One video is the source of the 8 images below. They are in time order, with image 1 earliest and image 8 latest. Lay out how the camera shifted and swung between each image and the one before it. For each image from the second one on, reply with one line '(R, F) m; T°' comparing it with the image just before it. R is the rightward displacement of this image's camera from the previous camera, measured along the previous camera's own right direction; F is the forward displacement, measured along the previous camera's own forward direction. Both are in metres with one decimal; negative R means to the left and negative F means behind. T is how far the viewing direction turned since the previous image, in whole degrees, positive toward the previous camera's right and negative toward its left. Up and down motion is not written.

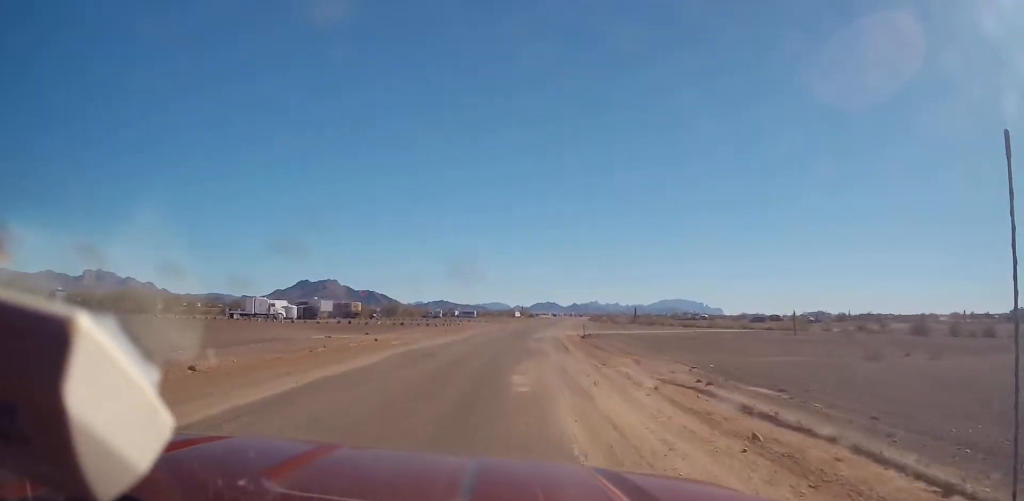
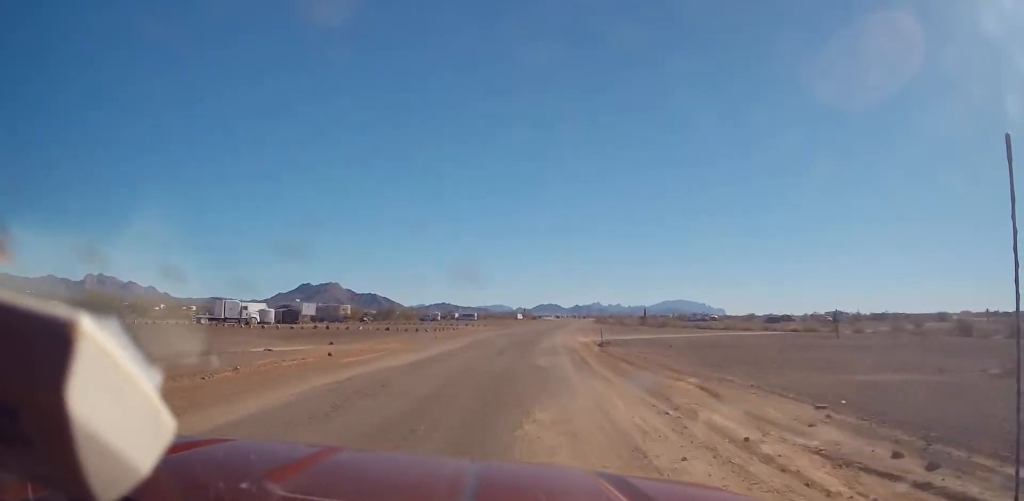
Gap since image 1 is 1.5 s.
(0.0, +10.7) m; 0°
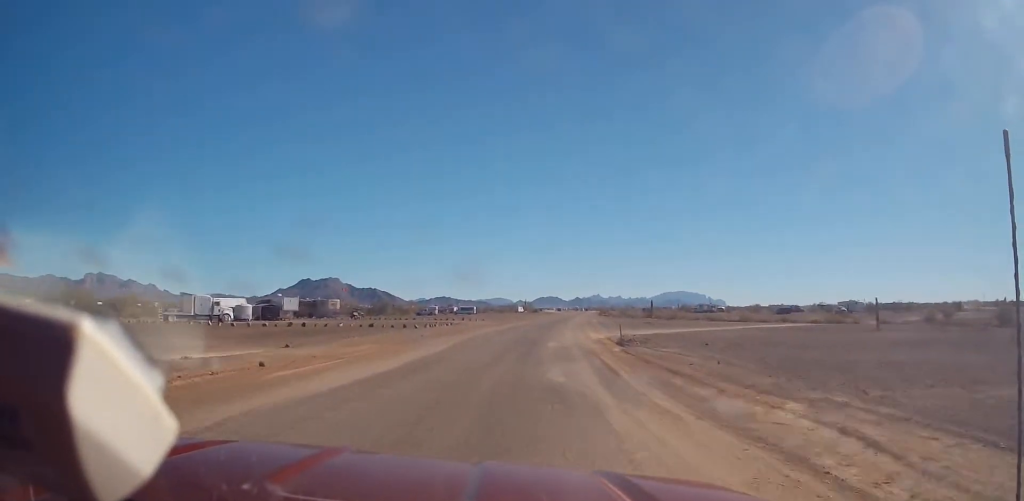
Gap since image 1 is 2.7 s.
(0.0, +8.5) m; 0°
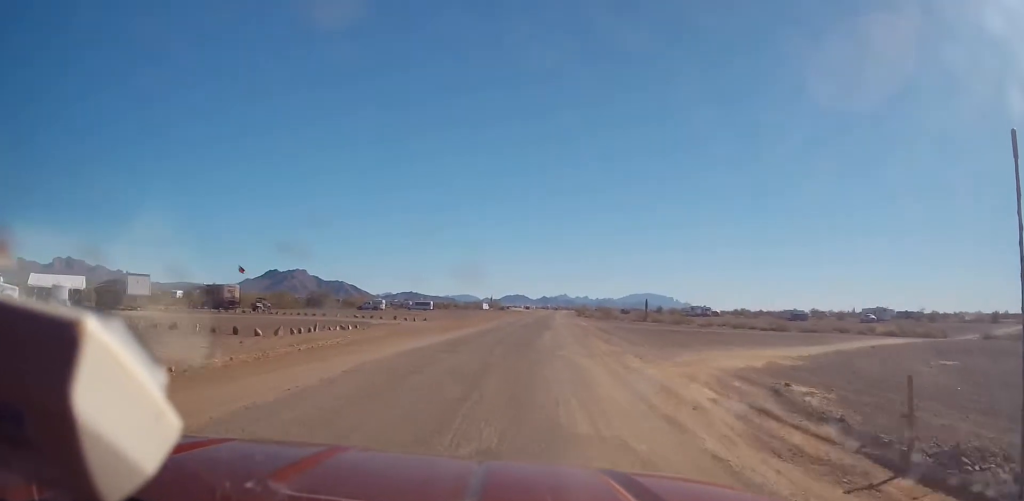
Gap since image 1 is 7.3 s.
(+0.8, +31.8) m; +3°
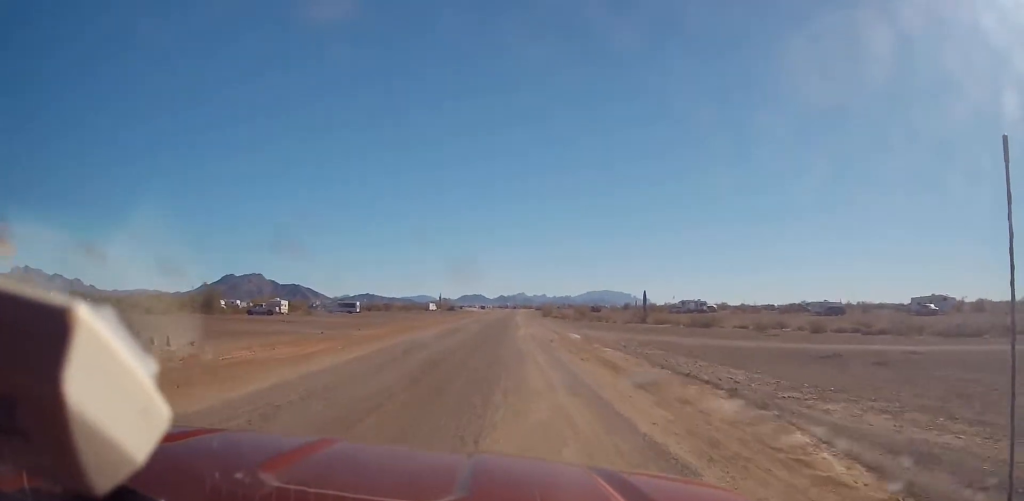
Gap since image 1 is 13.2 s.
(+1.1, +38.7) m; +2°
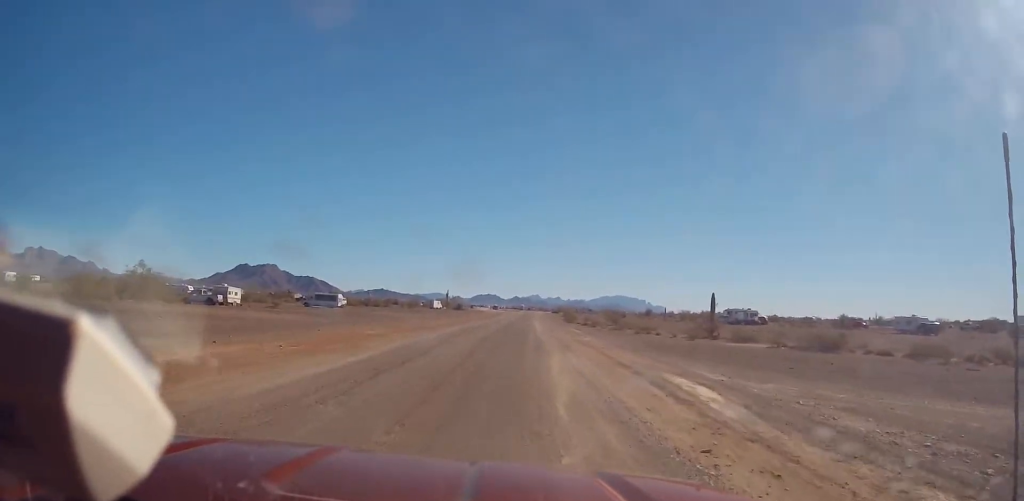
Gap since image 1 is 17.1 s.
(-0.1, +25.2) m; -1°
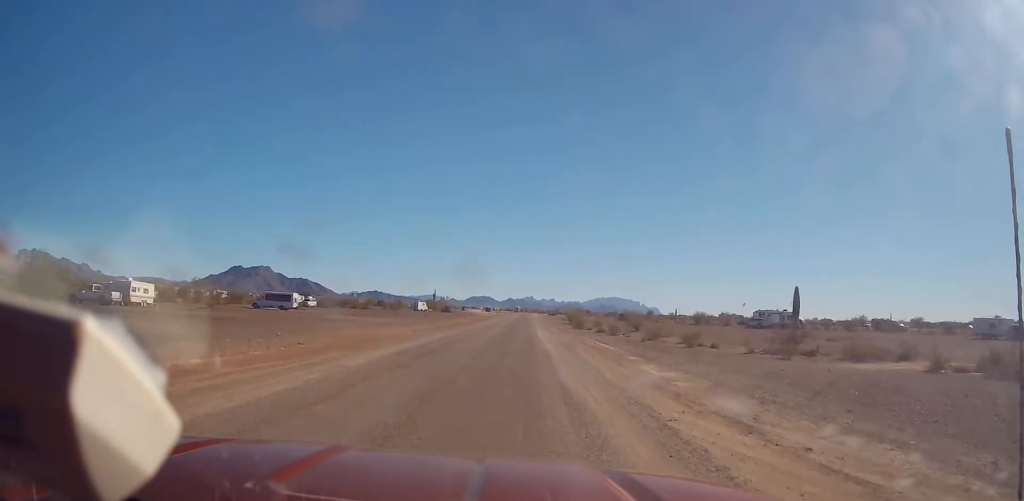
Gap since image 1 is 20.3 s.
(-0.3, +22.5) m; 0°
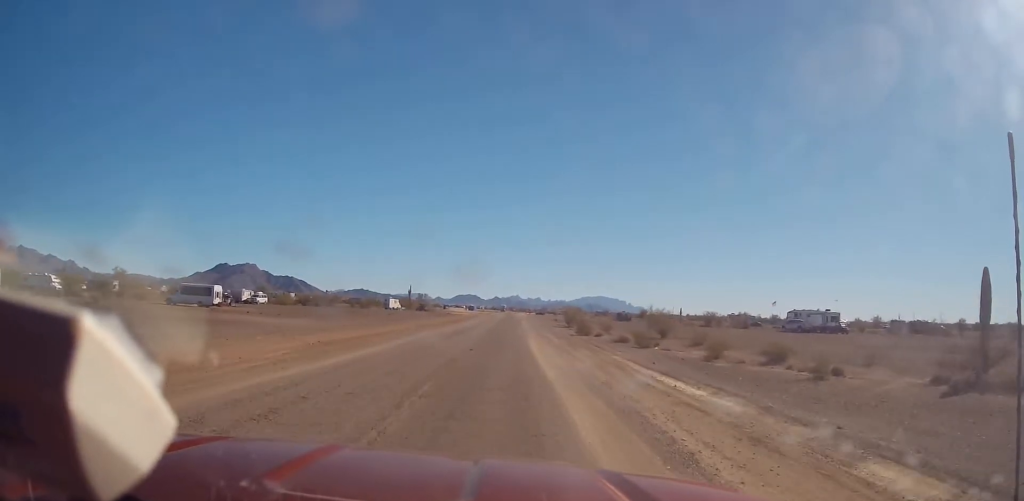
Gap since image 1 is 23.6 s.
(+0.3, +23.8) m; +1°
